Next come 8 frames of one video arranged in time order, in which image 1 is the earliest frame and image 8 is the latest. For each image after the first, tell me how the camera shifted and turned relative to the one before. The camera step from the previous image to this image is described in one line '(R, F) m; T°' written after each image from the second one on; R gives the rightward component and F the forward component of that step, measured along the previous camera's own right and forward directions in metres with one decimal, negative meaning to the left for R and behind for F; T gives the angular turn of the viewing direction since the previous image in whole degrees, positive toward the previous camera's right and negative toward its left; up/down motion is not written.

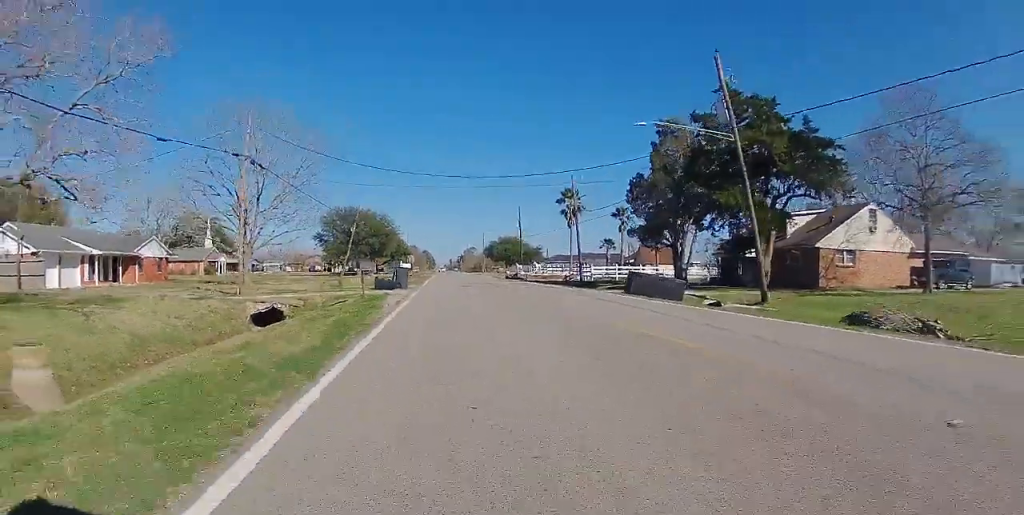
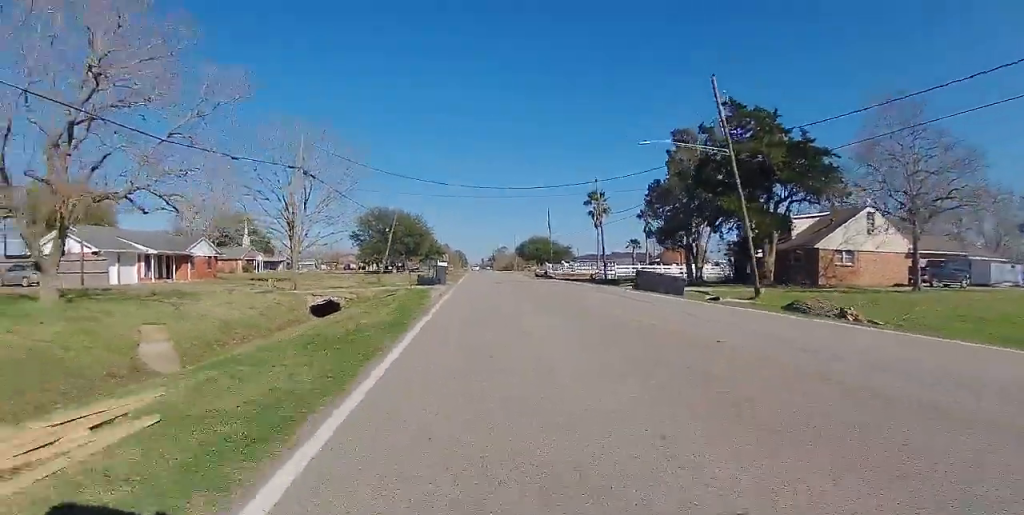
(0.0, +3.6) m; 0°
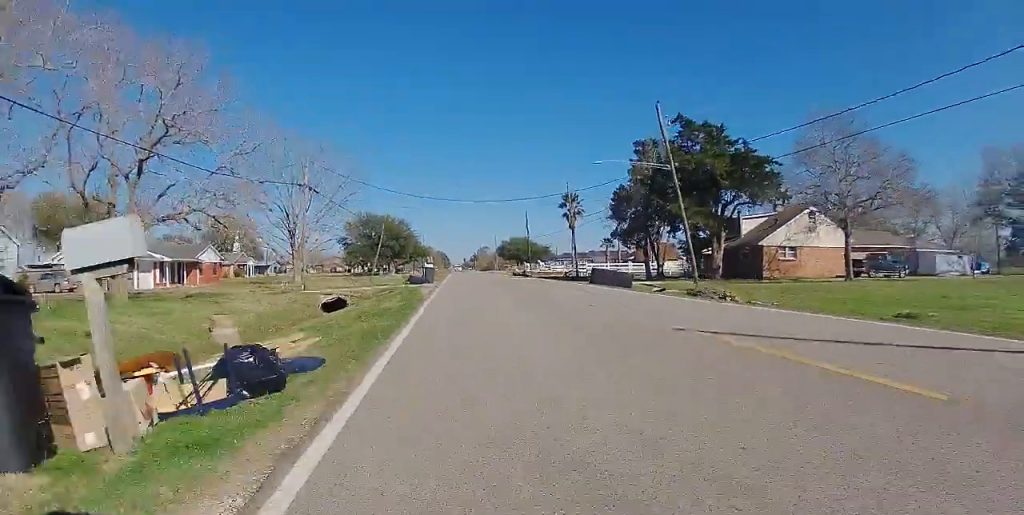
(0.0, +5.3) m; 0°
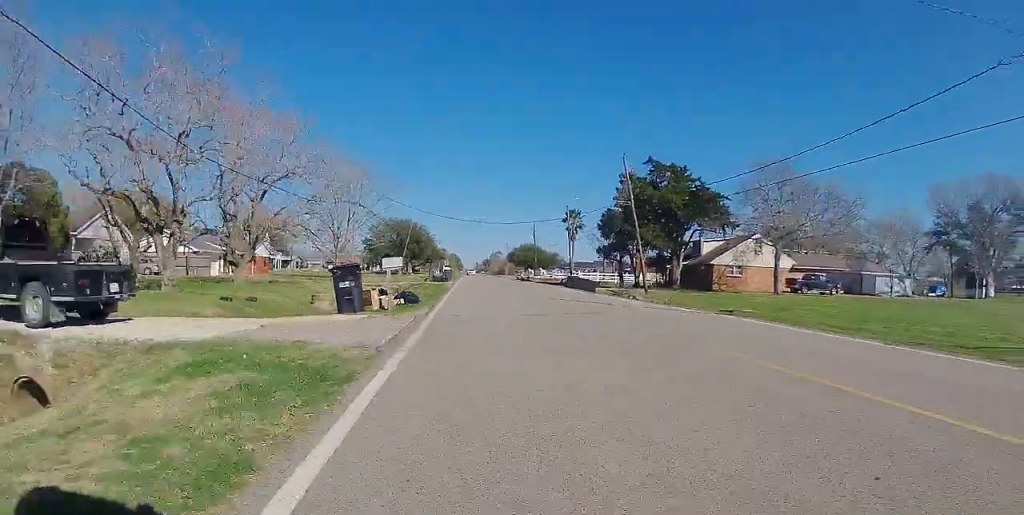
(0.0, +11.6) m; 0°
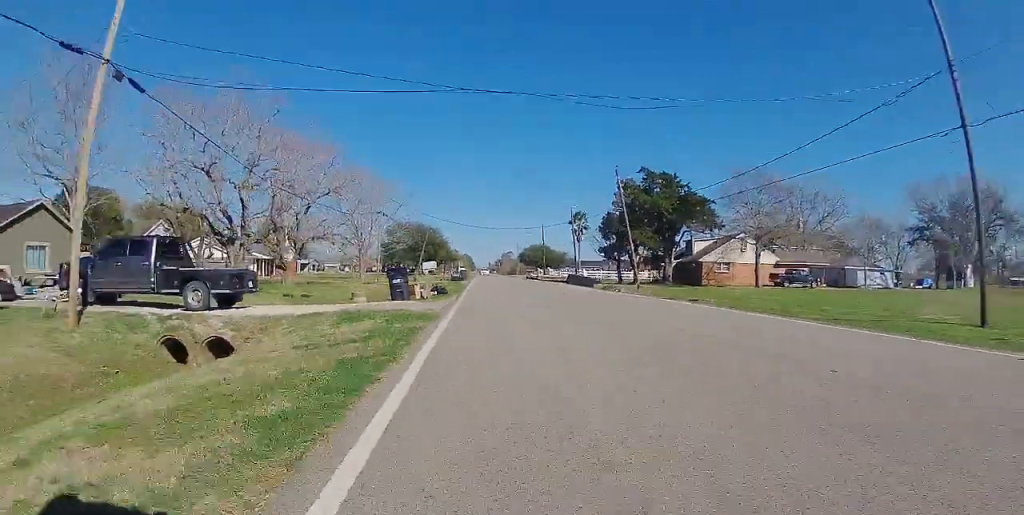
(0.0, +5.9) m; 0°
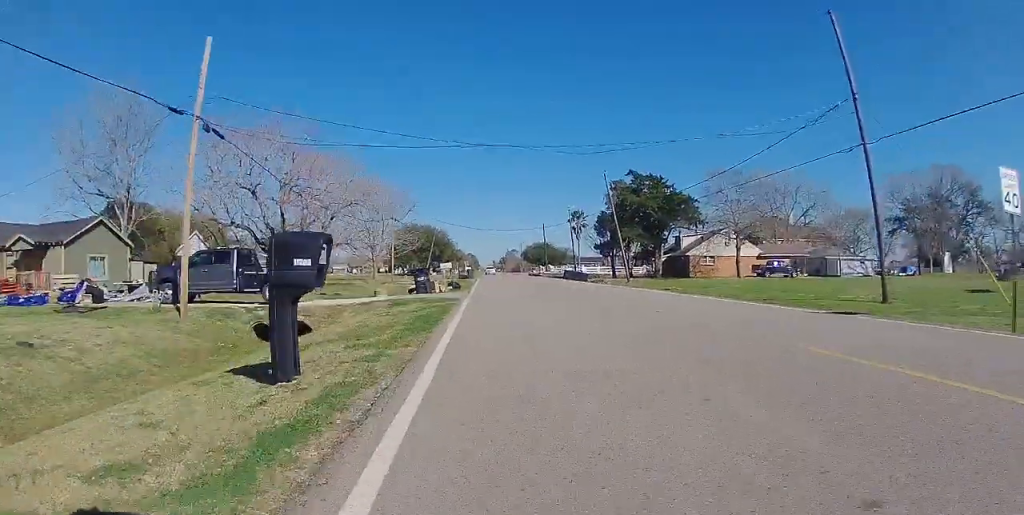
(0.0, +5.1) m; 0°
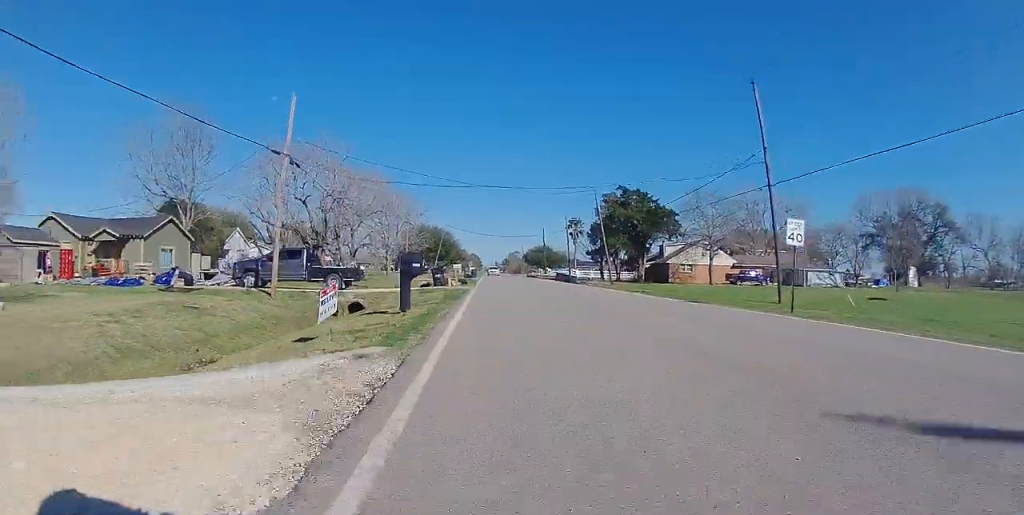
(0.0, +7.7) m; 0°
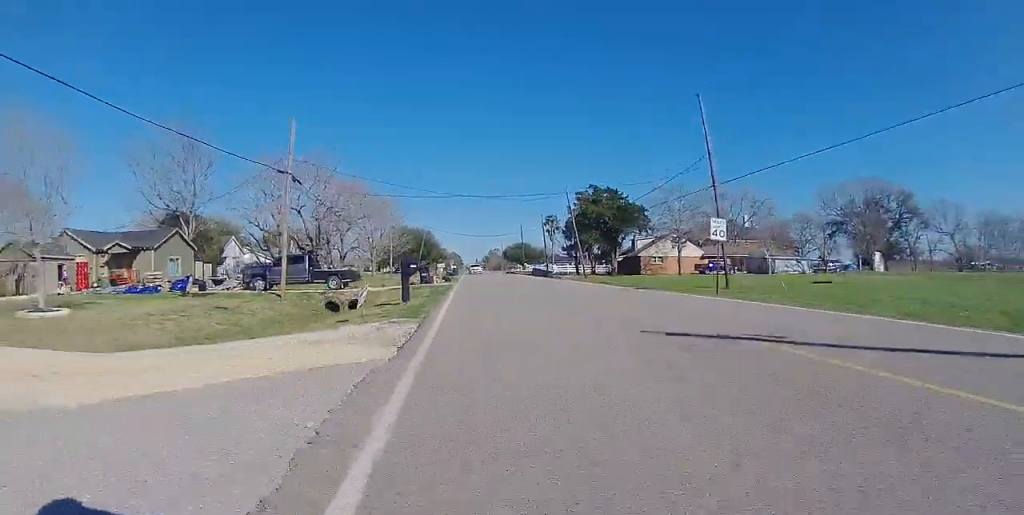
(0.0, +3.7) m; -1°
